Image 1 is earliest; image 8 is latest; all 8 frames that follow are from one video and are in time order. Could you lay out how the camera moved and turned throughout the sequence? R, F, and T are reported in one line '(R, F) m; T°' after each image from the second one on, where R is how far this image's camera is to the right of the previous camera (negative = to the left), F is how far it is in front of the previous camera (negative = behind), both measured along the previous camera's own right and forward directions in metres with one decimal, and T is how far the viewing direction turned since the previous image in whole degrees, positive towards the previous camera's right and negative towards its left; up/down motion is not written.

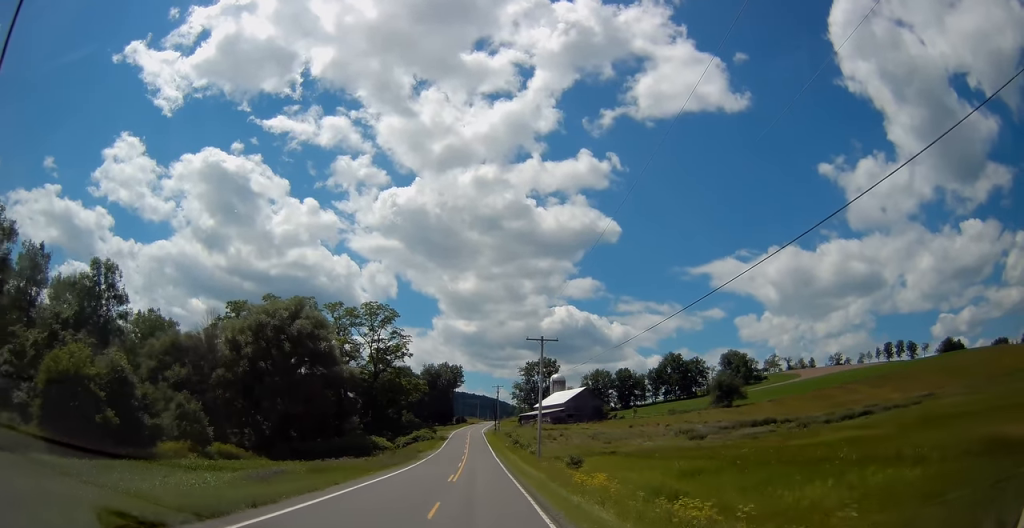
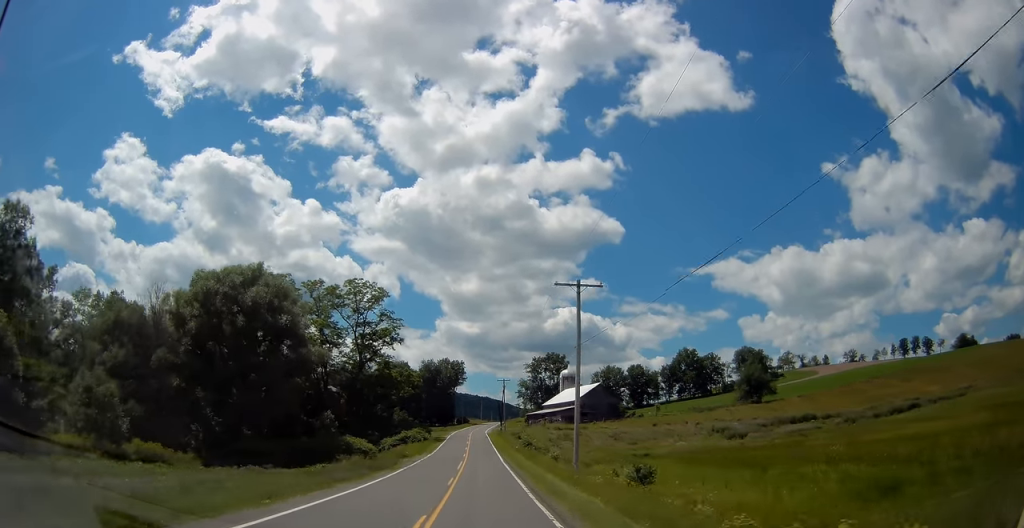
(0.0, +15.7) m; -1°
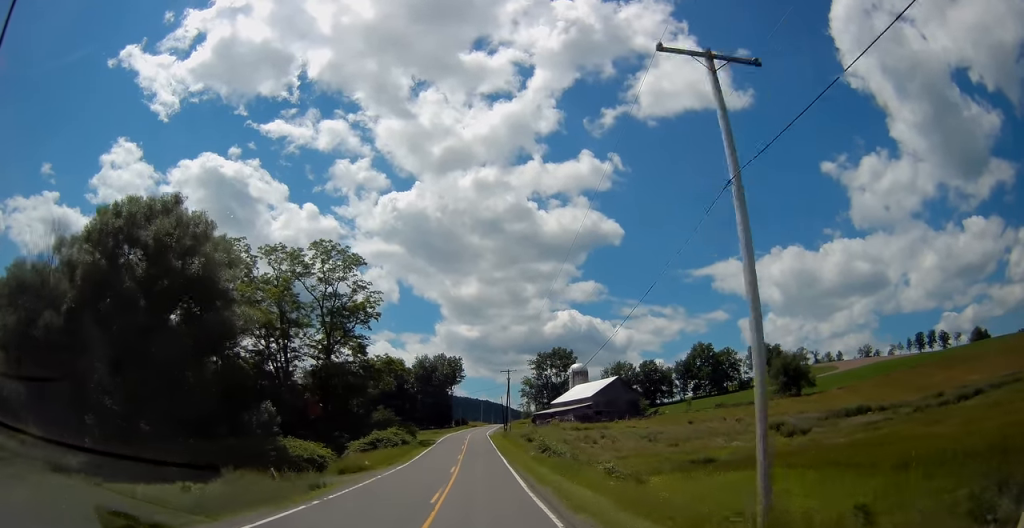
(-0.4, +18.9) m; 0°
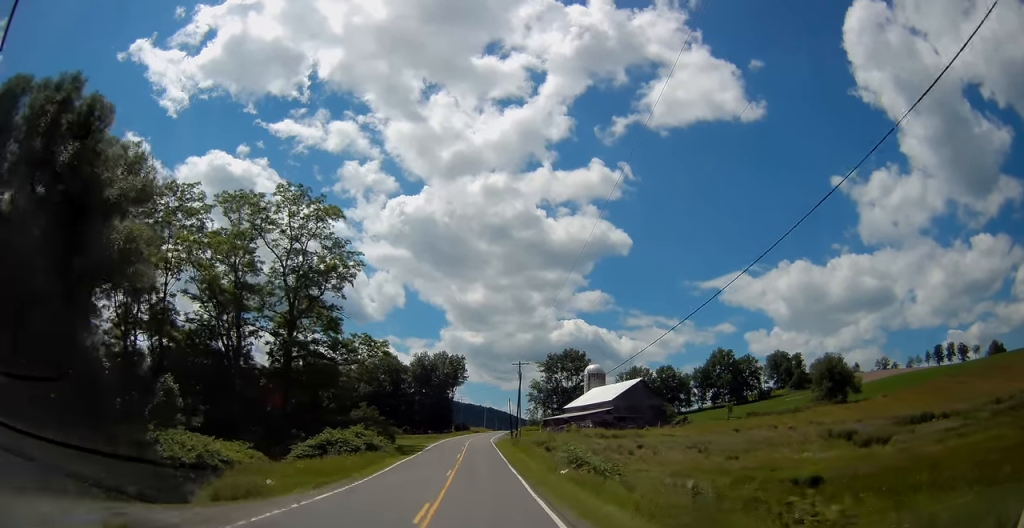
(+0.3, +16.5) m; 0°
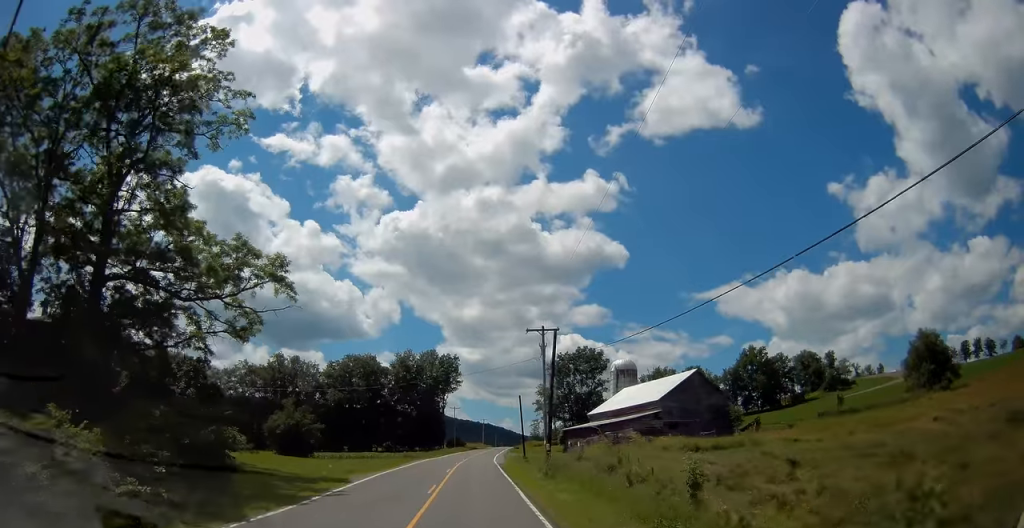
(-0.2, +30.5) m; 0°
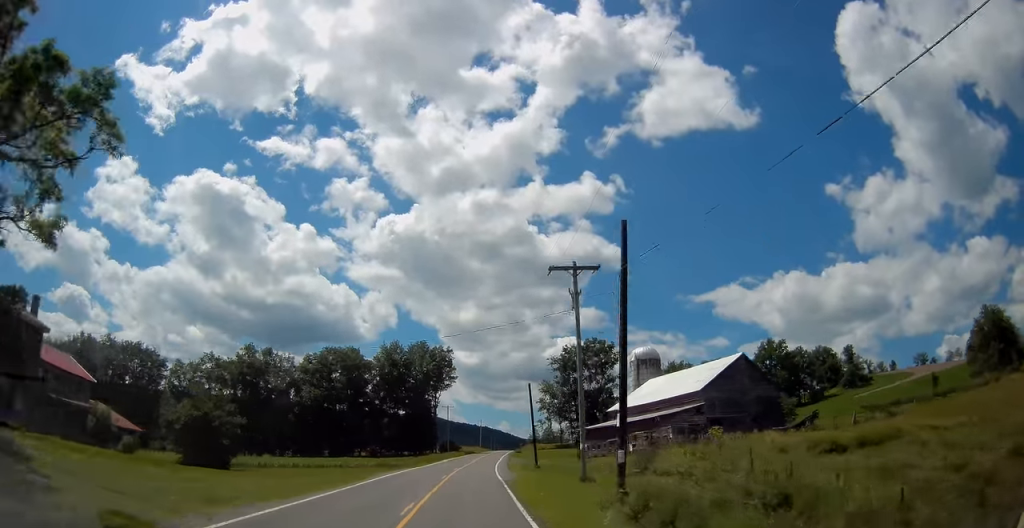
(+0.2, +16.4) m; 0°
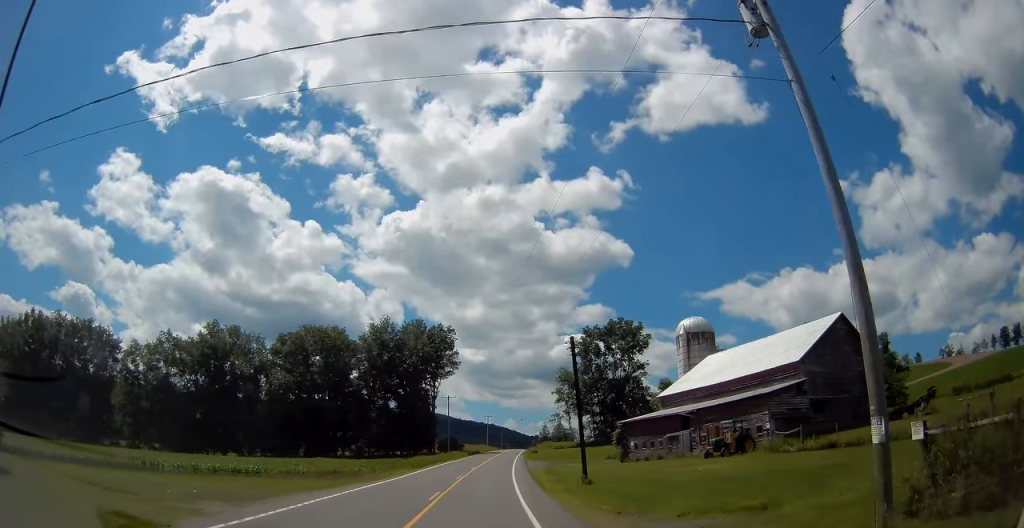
(0.0, +20.1) m; 0°
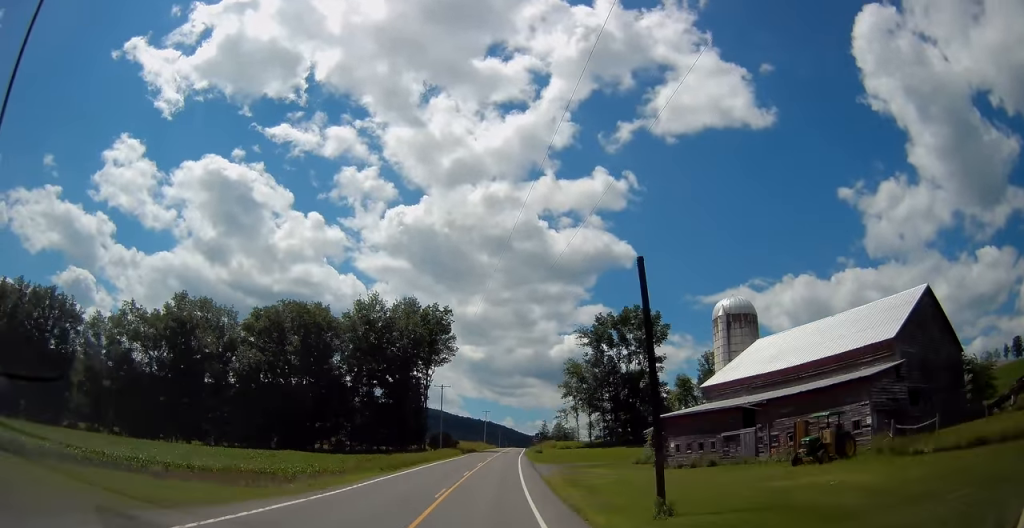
(-0.2, +12.3) m; 0°
